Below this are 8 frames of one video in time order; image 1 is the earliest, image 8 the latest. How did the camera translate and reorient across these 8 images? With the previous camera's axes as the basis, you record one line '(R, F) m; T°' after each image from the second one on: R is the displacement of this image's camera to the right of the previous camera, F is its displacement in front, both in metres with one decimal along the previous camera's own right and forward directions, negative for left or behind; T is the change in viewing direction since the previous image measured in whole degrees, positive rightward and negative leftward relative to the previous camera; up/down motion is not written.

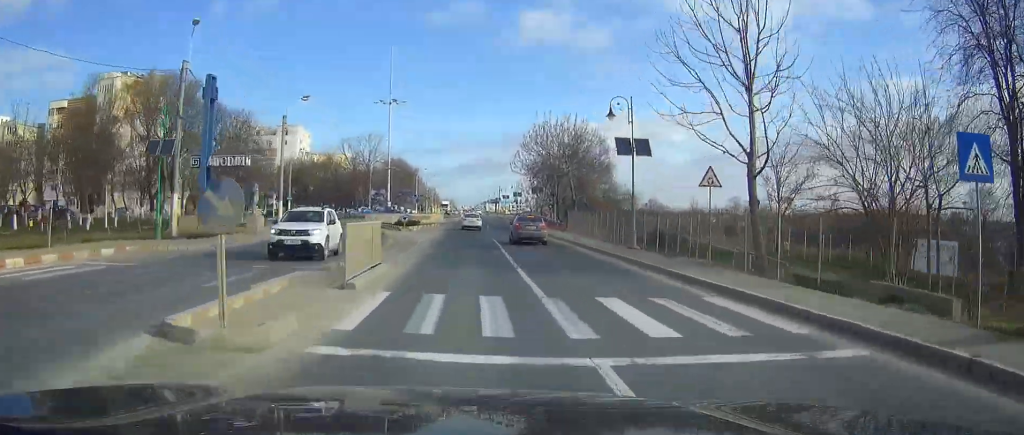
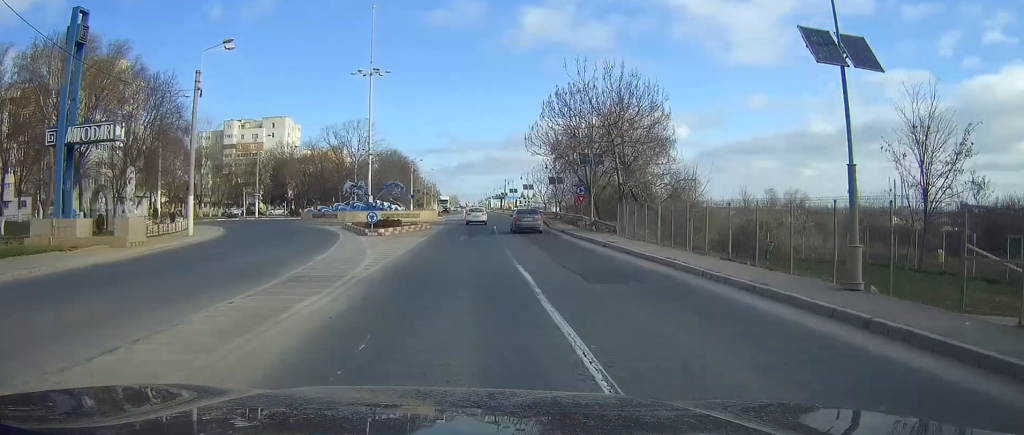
(-0.1, +17.9) m; 0°
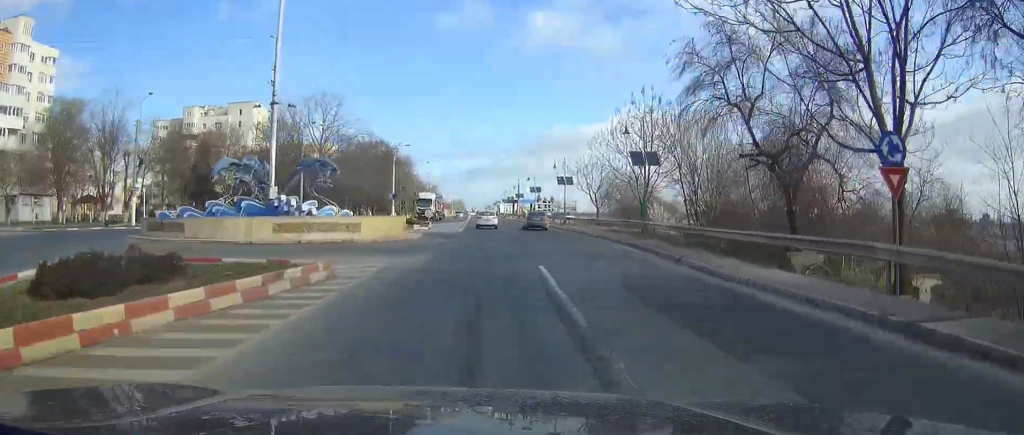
(-0.1, +36.0) m; 0°
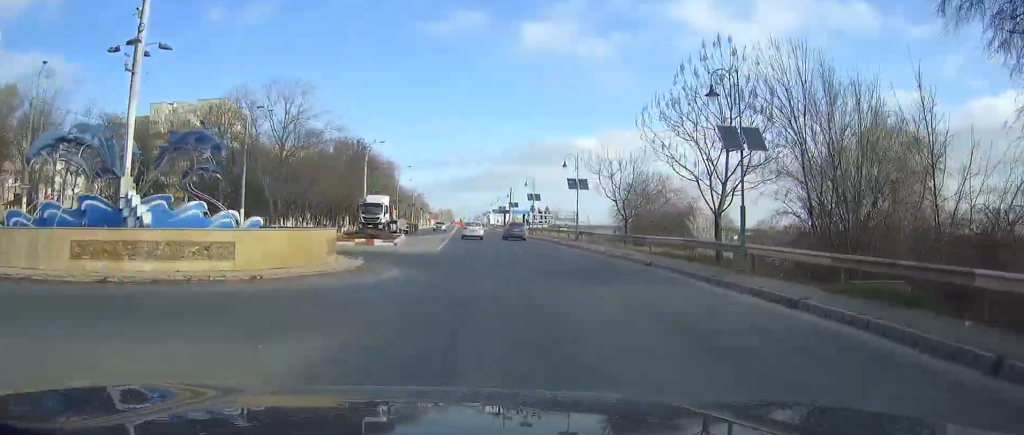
(0.0, +14.8) m; 0°
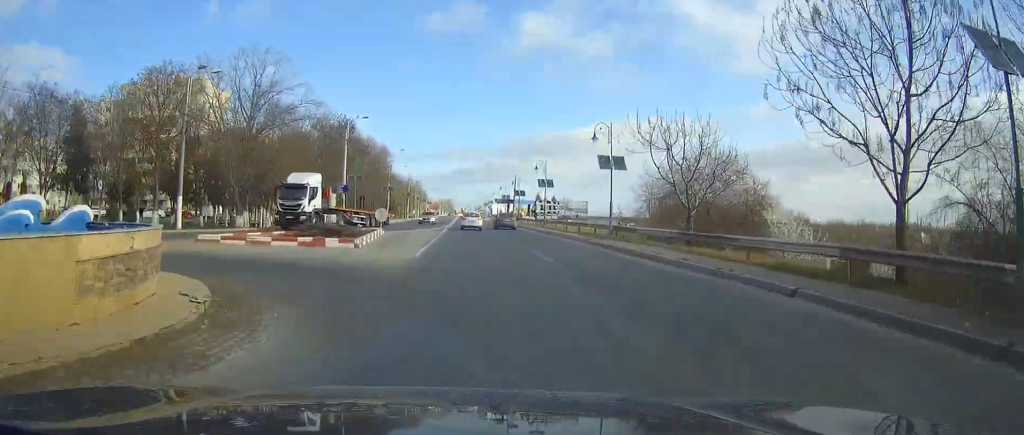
(+0.1, +12.5) m; 0°
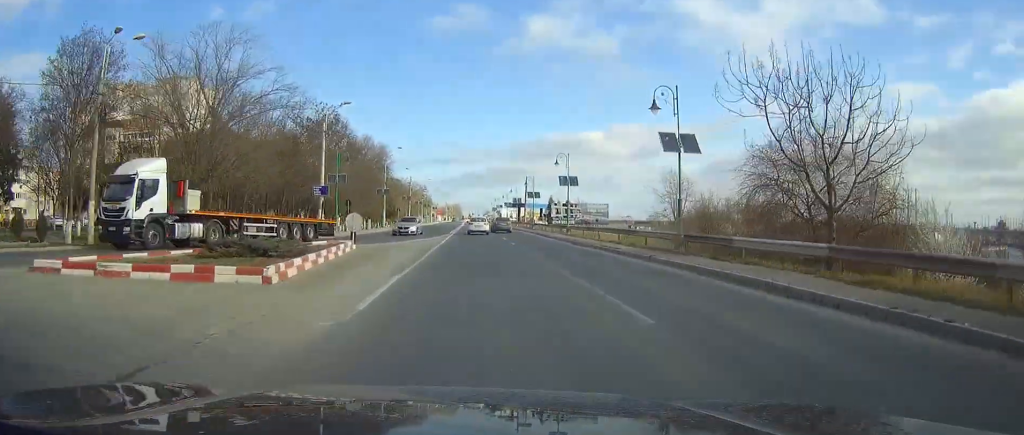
(0.0, +11.4) m; 0°
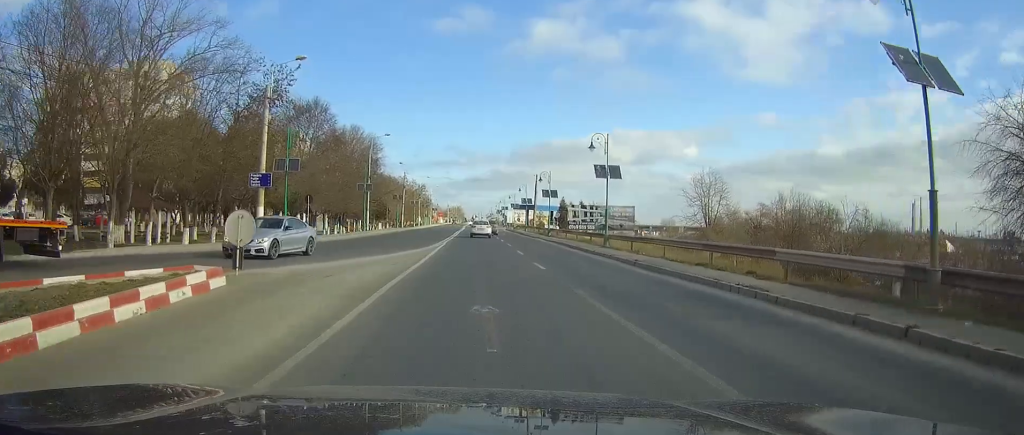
(-0.1, +15.5) m; 0°
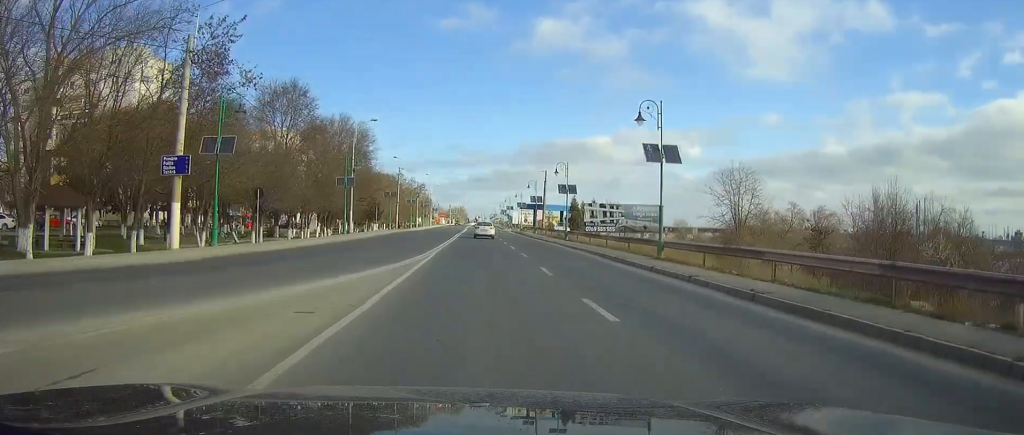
(+0.1, +11.2) m; 0°
